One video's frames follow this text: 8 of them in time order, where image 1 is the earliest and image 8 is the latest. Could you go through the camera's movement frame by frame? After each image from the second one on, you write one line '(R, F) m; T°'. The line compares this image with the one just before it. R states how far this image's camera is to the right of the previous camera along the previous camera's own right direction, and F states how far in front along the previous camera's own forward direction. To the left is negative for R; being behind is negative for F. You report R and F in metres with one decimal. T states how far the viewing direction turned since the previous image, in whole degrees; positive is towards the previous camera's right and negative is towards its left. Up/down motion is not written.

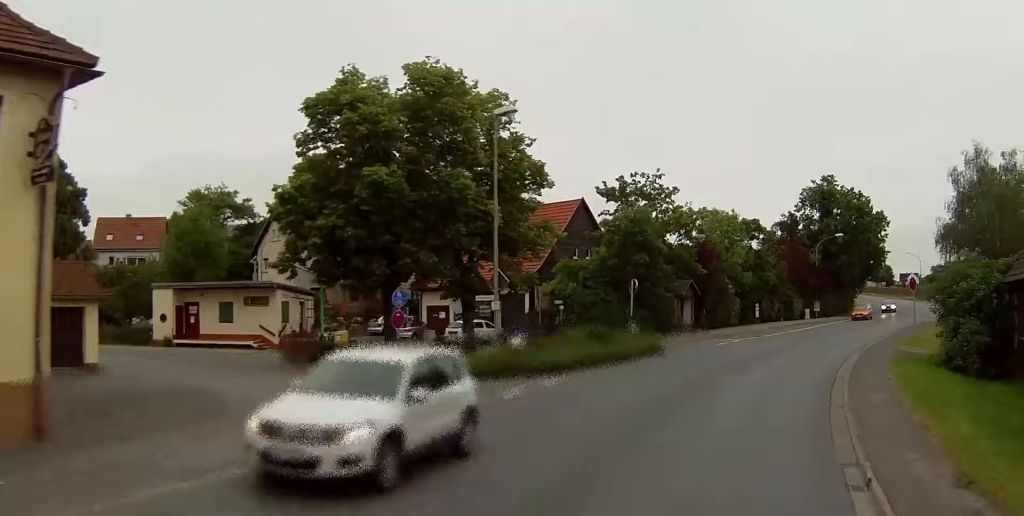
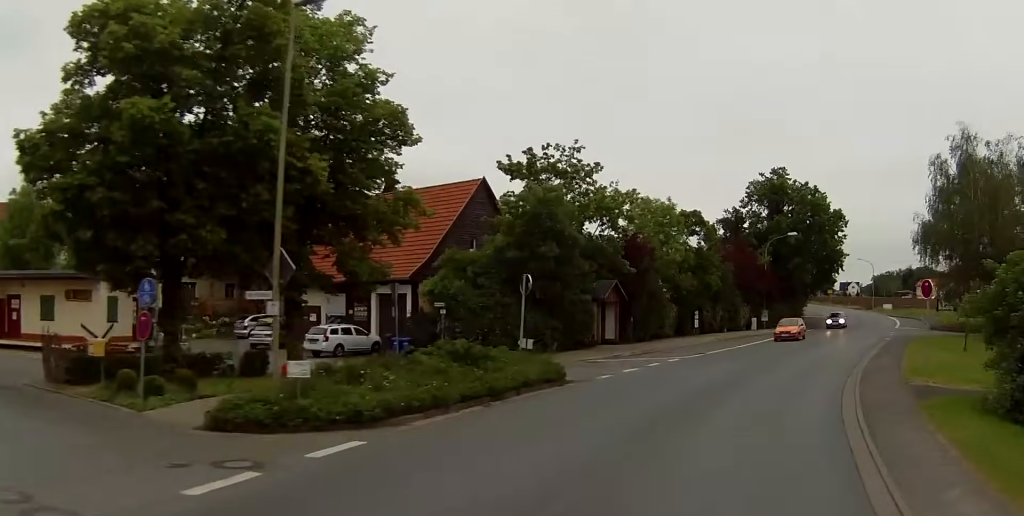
(+0.6, +11.4) m; +3°
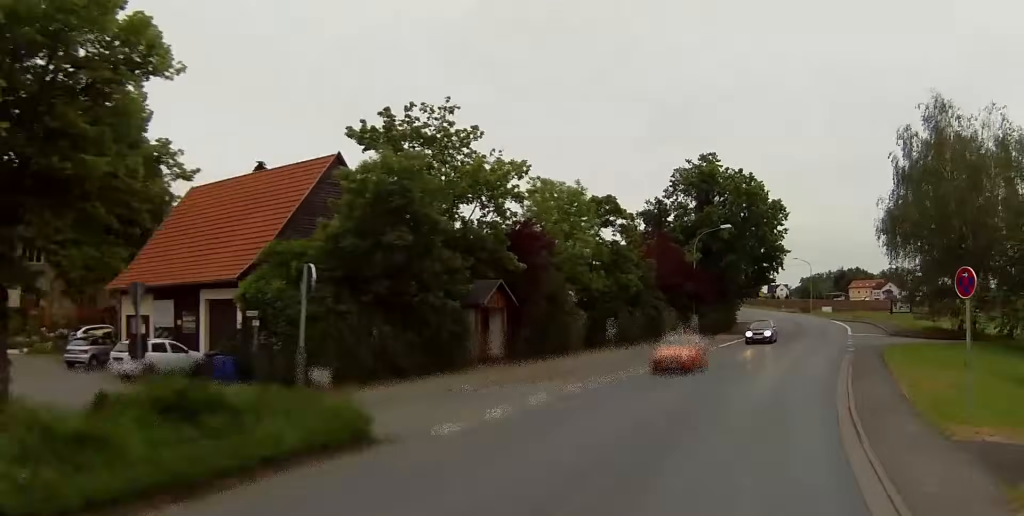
(0.0, +10.4) m; +1°
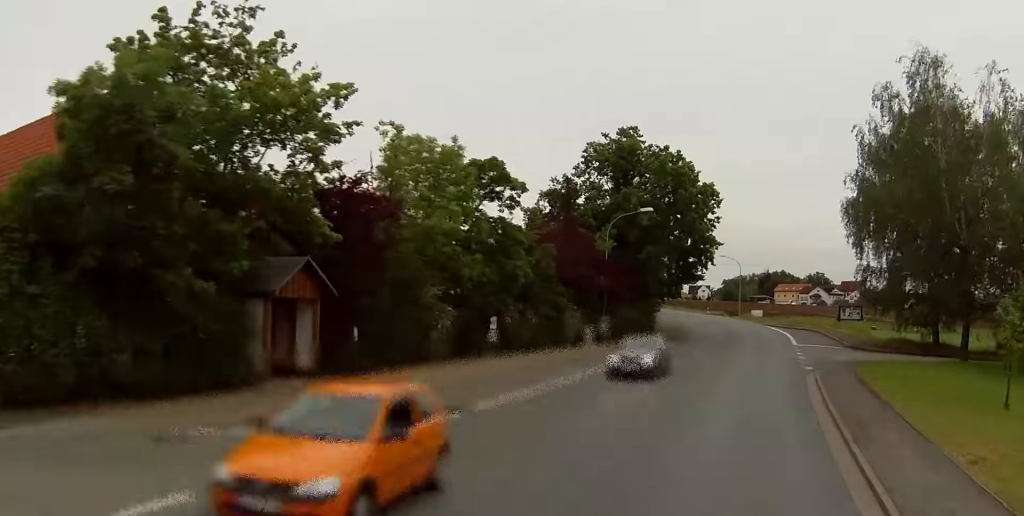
(0.0, +11.2) m; +7°
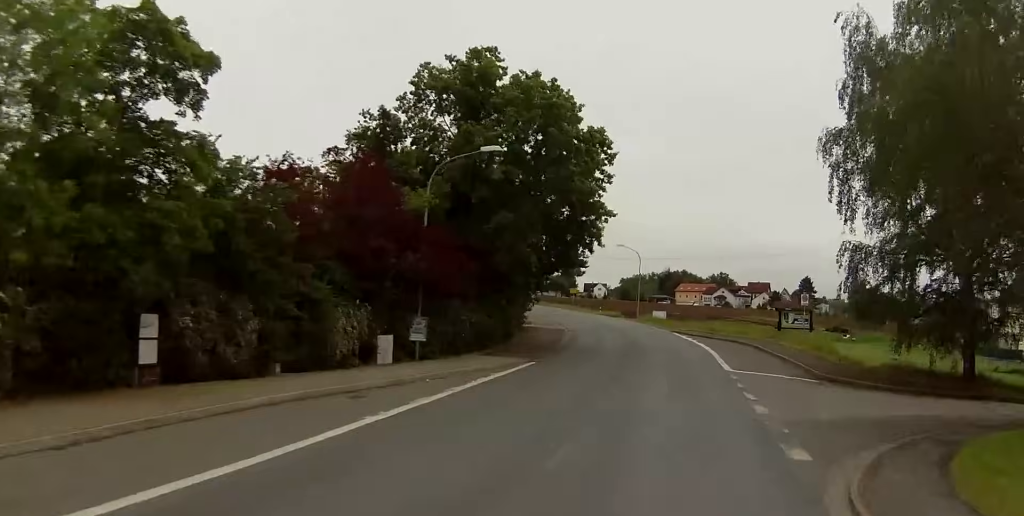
(+2.8, +19.4) m; +11°
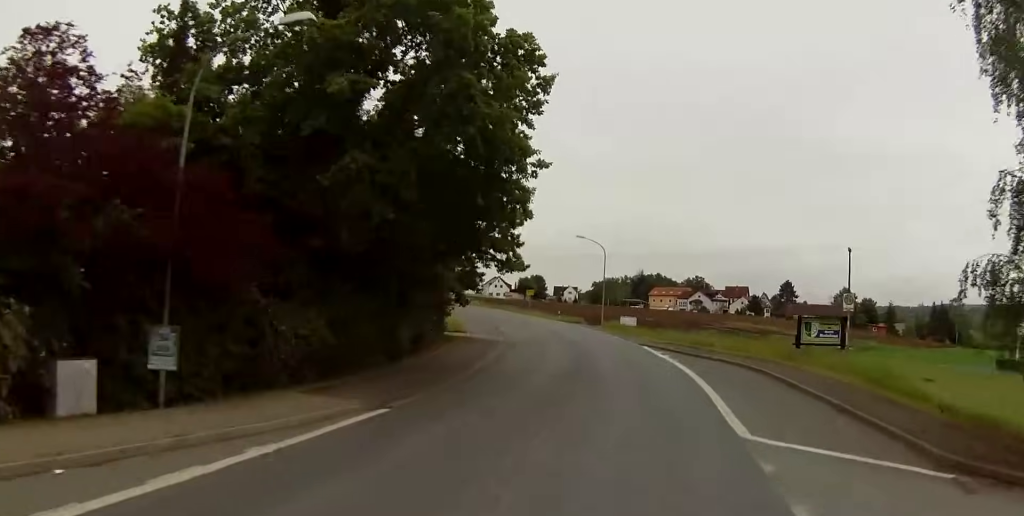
(+0.6, +15.9) m; +4°
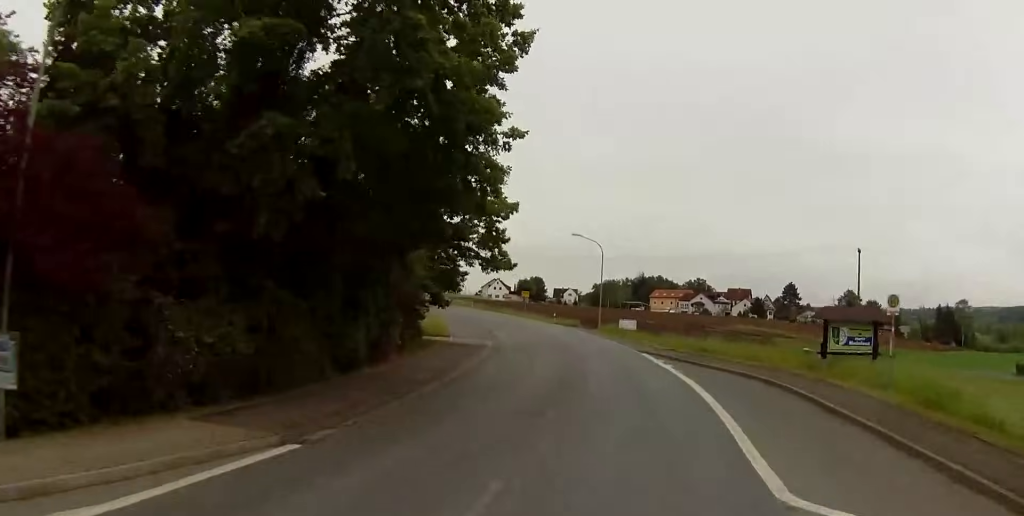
(+0.1, +5.3) m; +1°
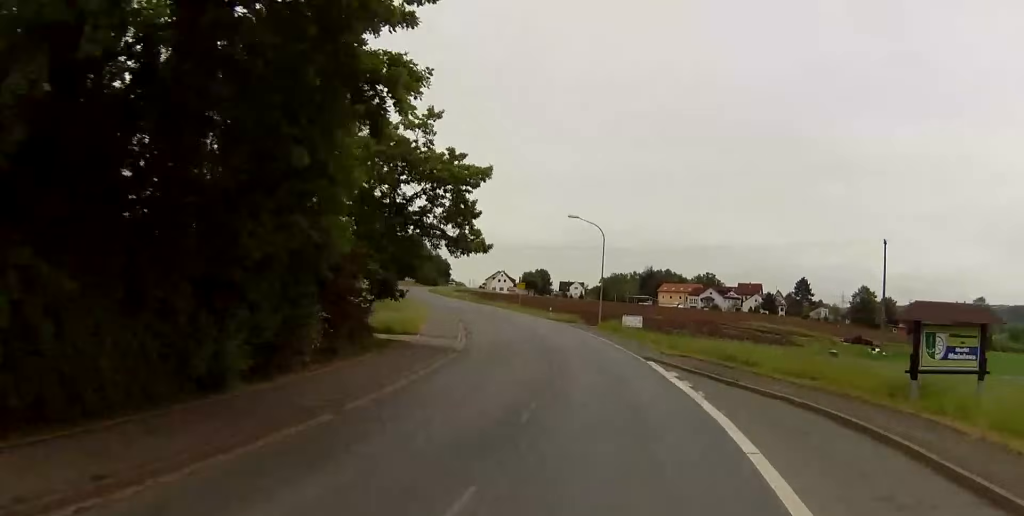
(+0.1, +9.7) m; +1°
